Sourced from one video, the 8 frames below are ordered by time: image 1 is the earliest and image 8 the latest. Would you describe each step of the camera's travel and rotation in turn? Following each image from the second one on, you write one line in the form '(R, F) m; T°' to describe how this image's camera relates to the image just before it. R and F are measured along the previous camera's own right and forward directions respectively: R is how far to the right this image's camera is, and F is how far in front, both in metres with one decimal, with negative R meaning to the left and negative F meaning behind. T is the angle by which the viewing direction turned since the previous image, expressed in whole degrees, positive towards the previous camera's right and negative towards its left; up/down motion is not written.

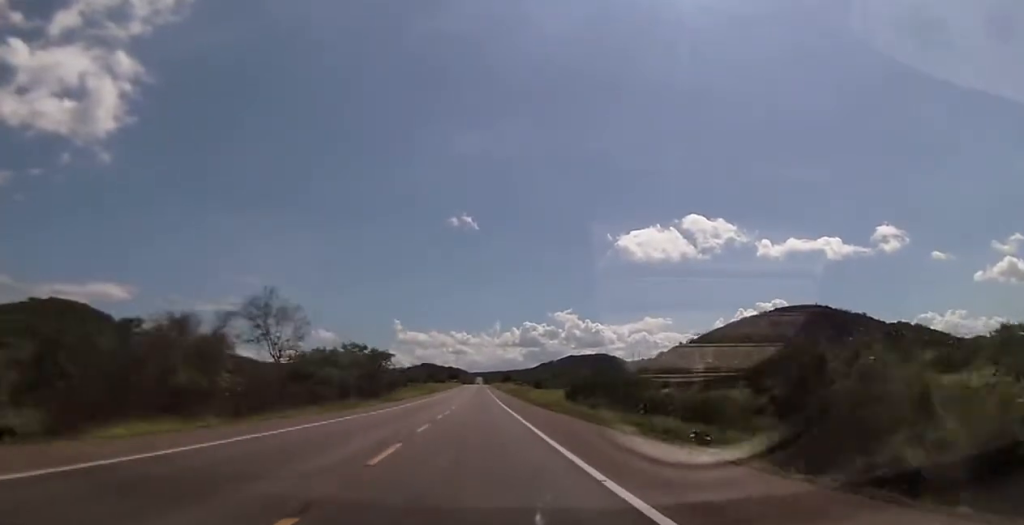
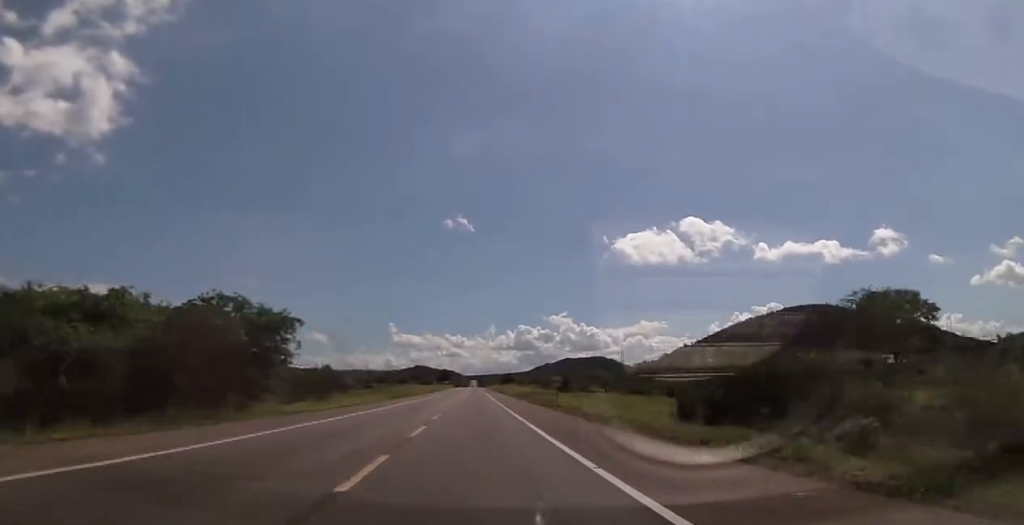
(+0.1, +48.0) m; 0°
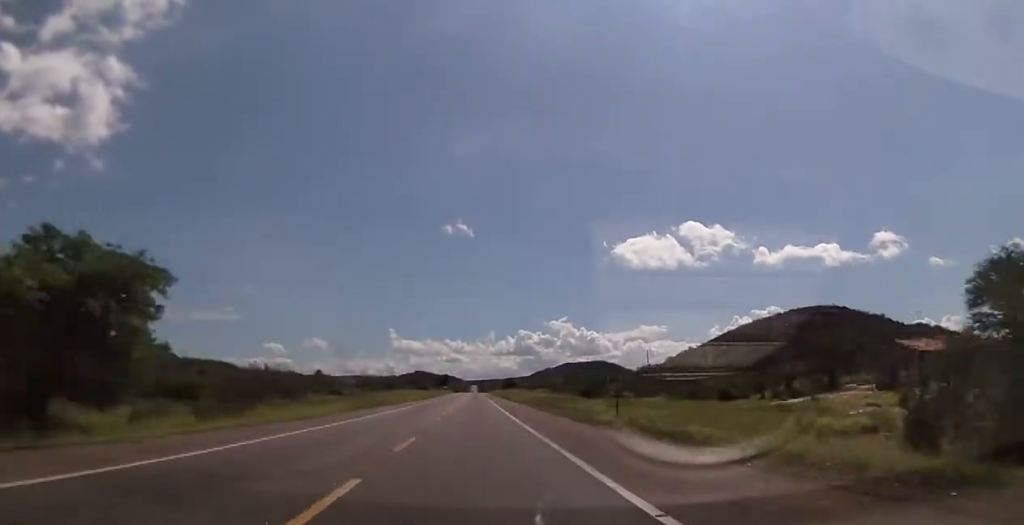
(0.0, +20.0) m; 0°
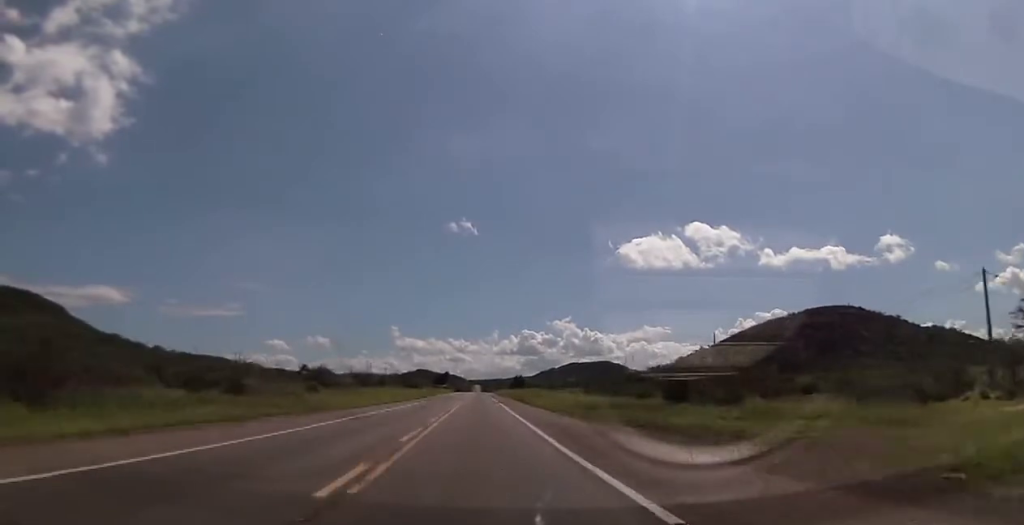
(-0.1, +33.8) m; 0°
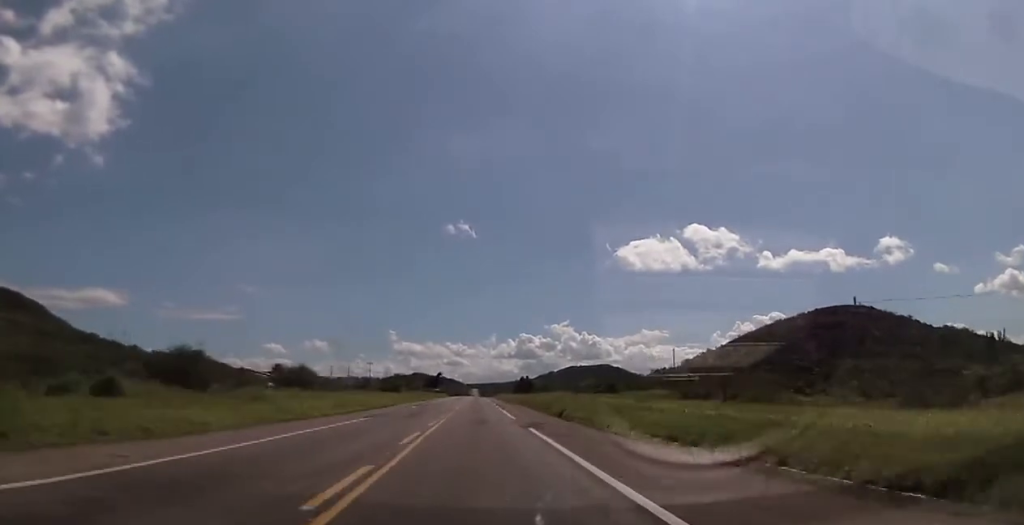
(0.0, +37.0) m; 0°
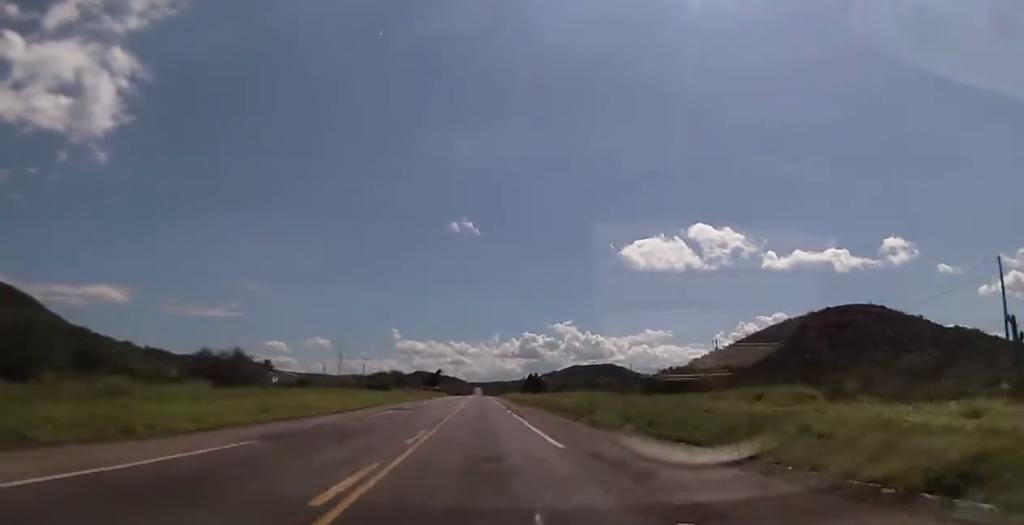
(0.0, +16.9) m; 0°
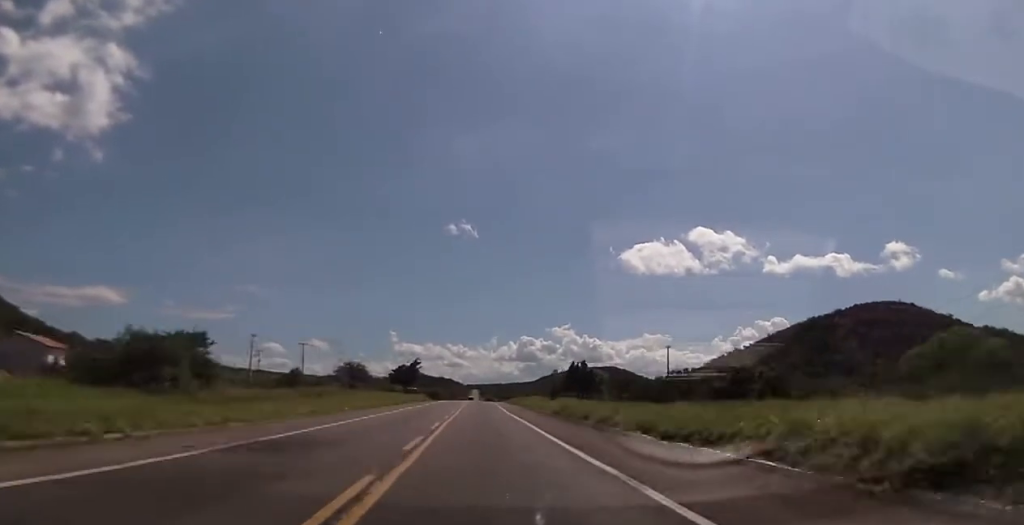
(-0.1, +72.6) m; 0°
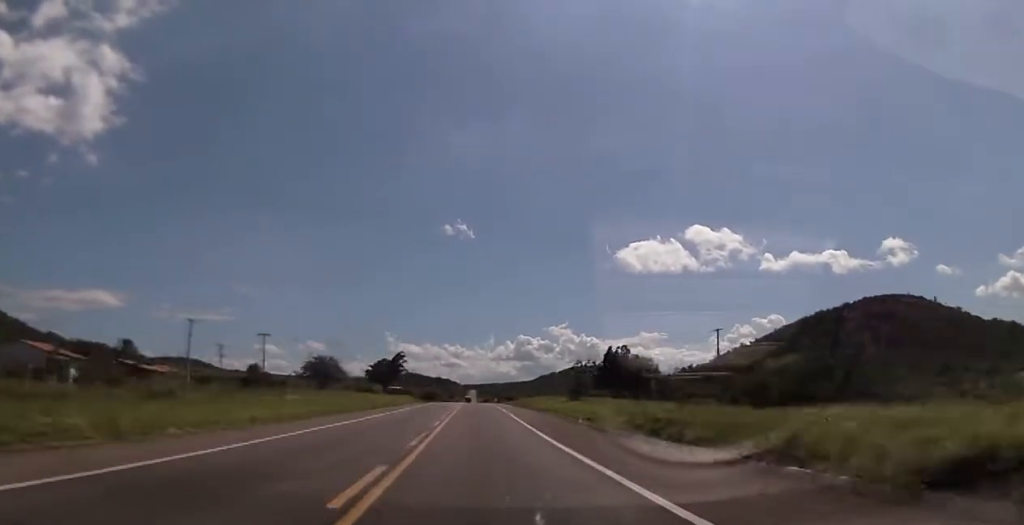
(0.0, +24.9) m; 0°
